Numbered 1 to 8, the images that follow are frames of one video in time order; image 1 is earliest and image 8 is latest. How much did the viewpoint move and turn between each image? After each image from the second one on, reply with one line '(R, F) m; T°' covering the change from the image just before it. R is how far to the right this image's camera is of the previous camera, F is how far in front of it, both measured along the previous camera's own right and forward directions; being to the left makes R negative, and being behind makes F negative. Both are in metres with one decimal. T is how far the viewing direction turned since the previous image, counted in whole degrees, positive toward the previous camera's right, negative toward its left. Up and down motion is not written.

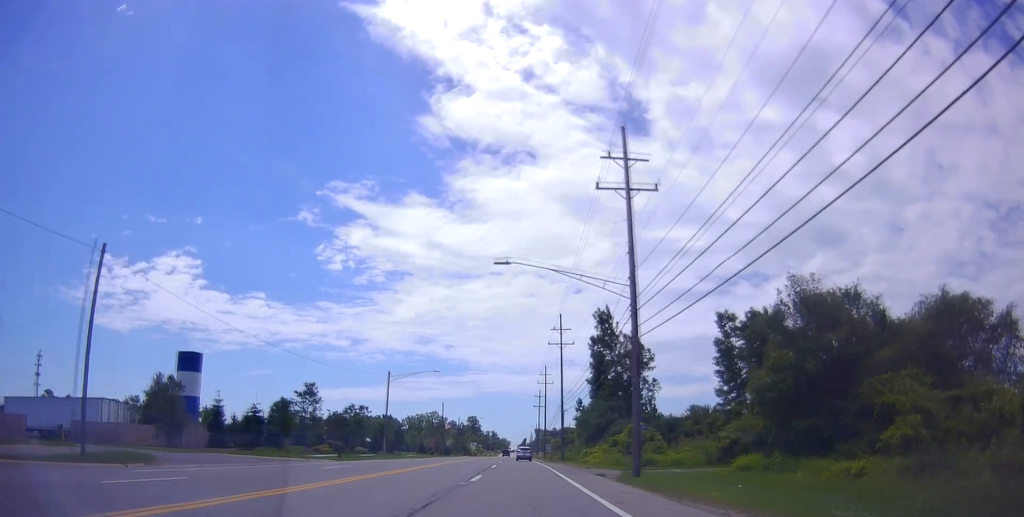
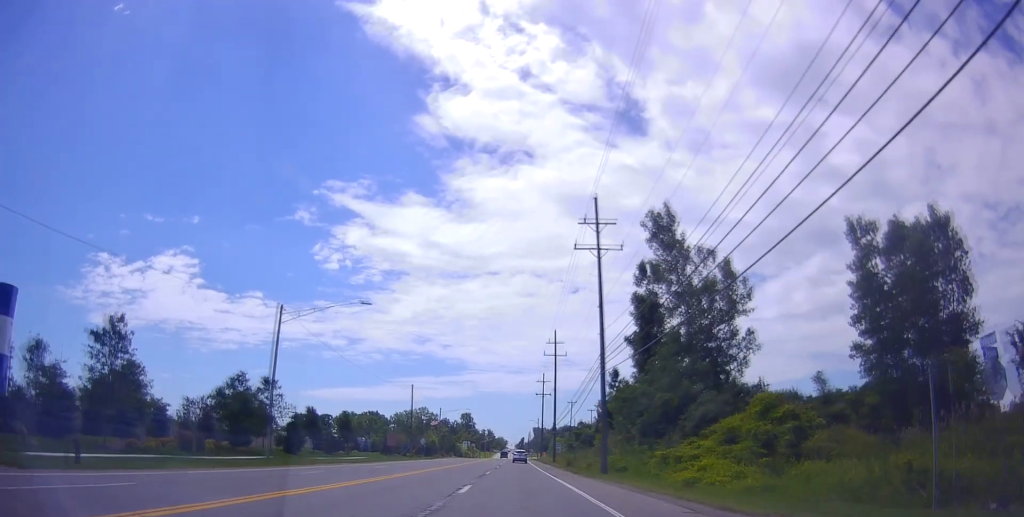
(-0.7, +34.1) m; 0°
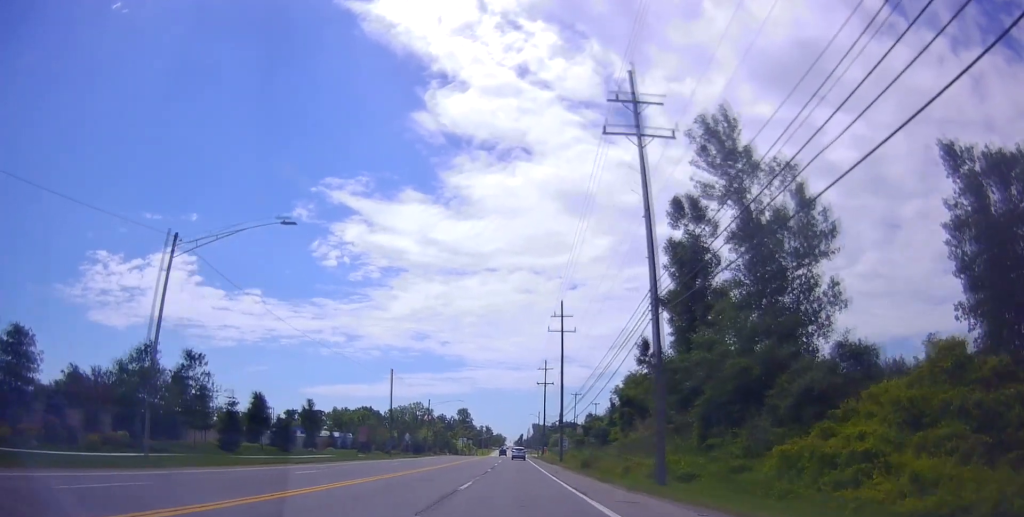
(+0.4, +13.9) m; +2°
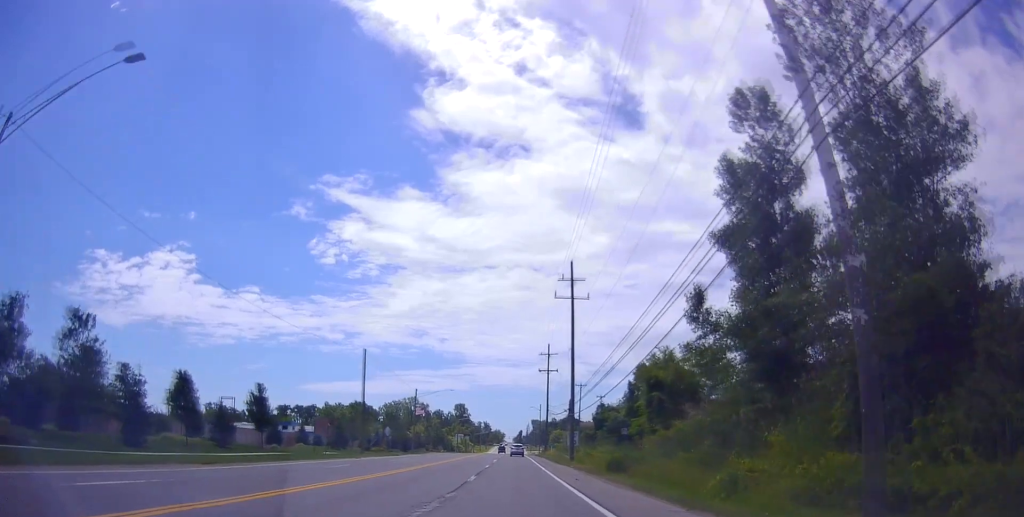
(0.0, +13.1) m; 0°
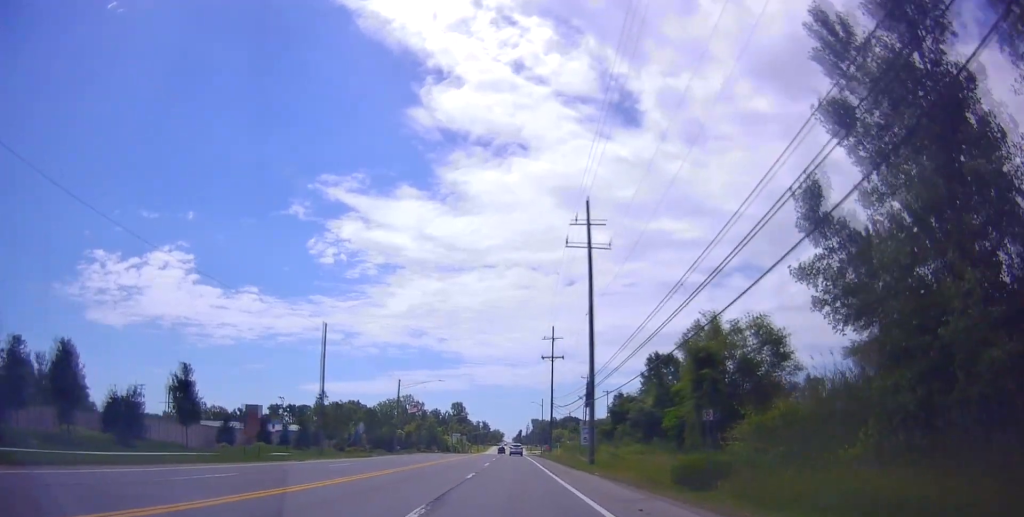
(0.0, +13.1) m; 0°
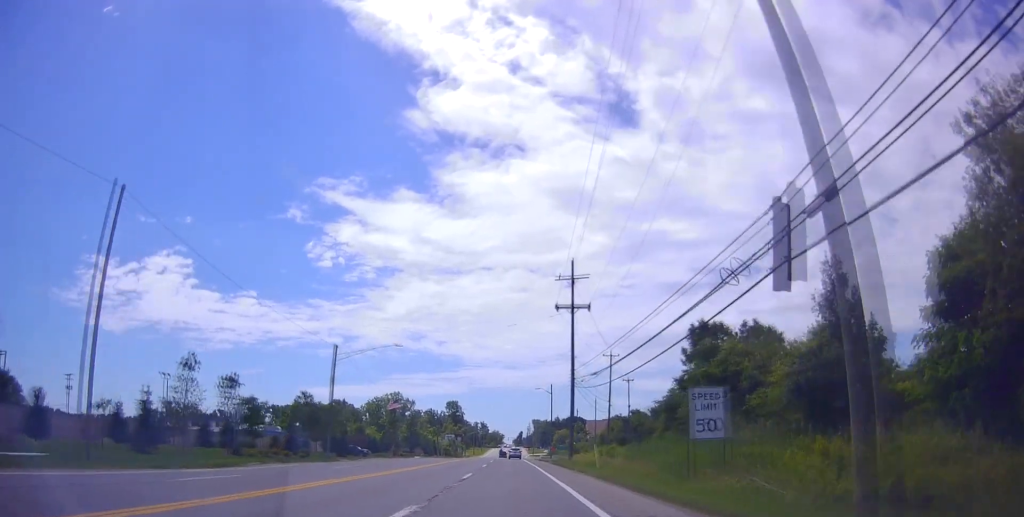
(0.0, +29.7) m; 0°
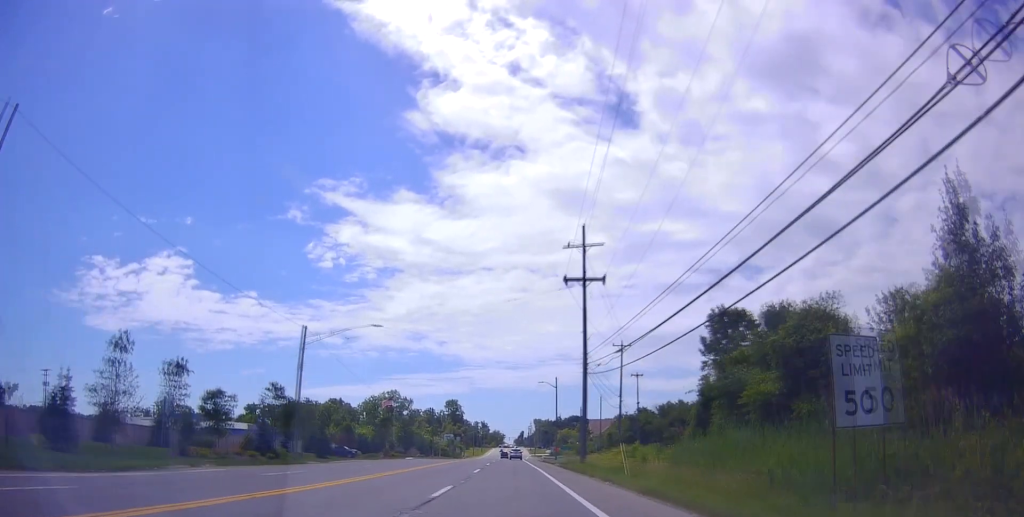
(0.0, +8.5) m; 0°
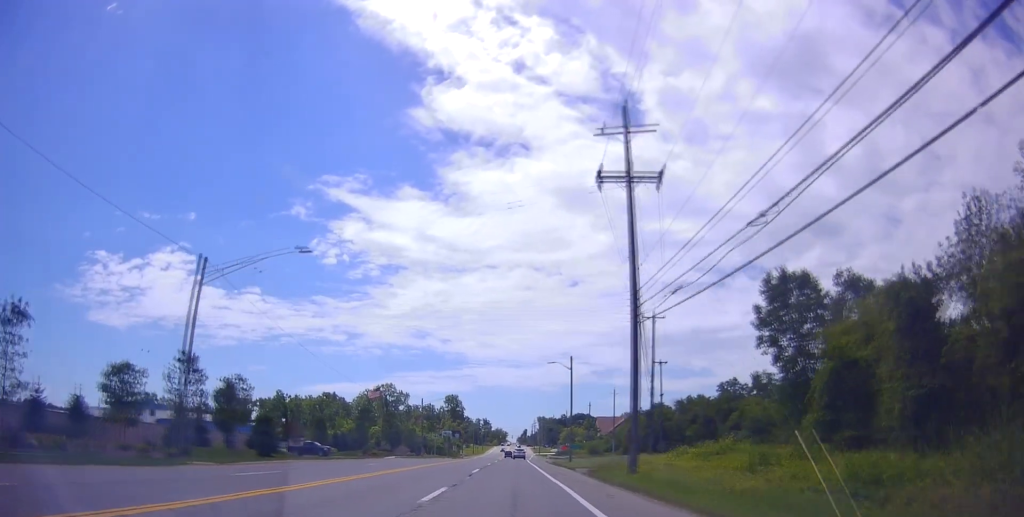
(0.0, +17.0) m; 0°
